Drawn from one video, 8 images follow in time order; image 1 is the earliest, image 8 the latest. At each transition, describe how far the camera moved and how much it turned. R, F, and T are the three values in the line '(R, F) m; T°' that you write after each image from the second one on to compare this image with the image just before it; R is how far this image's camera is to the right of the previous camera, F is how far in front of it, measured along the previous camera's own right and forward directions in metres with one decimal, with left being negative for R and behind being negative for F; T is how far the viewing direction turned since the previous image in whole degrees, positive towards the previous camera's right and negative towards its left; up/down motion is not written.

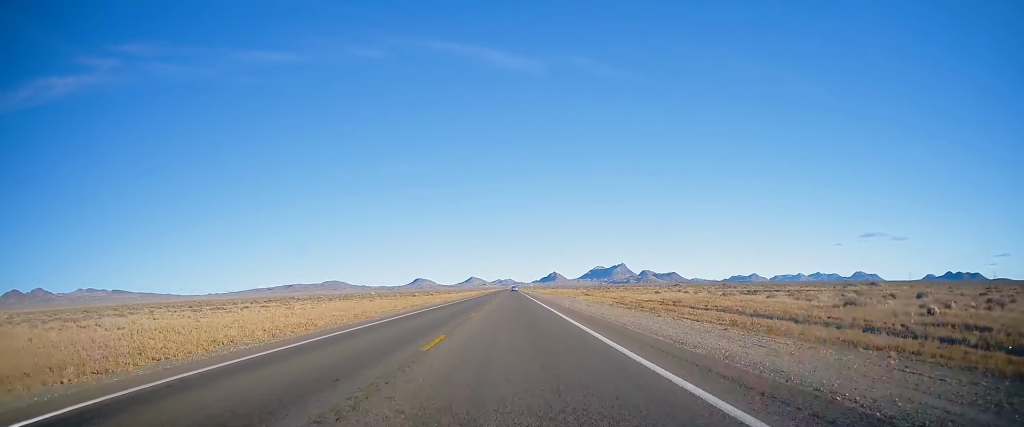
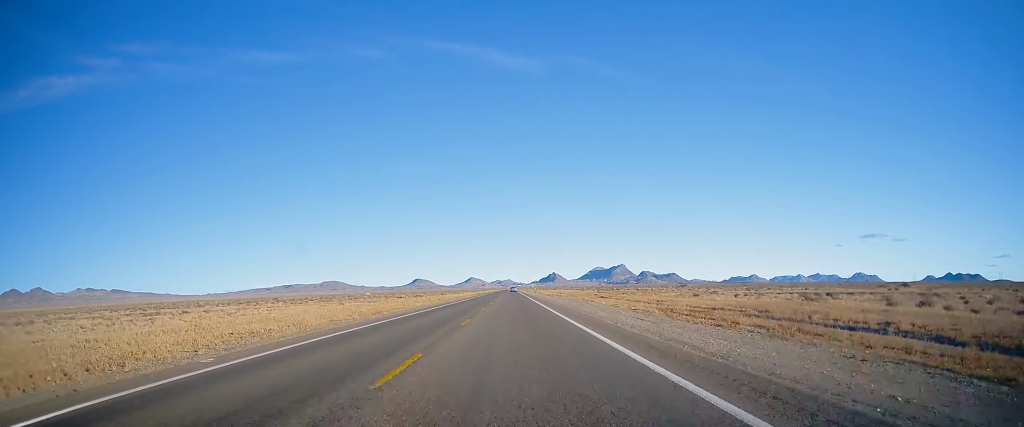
(0.0, +16.3) m; 0°
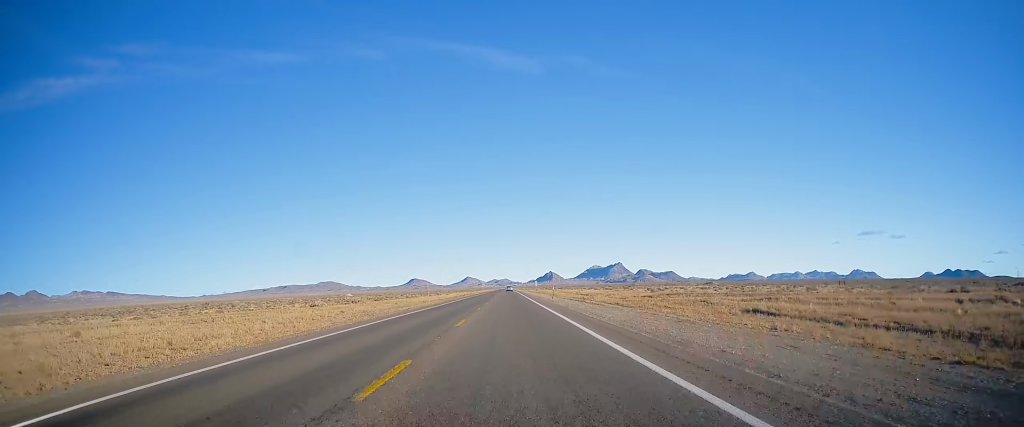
(-0.1, +49.6) m; 0°
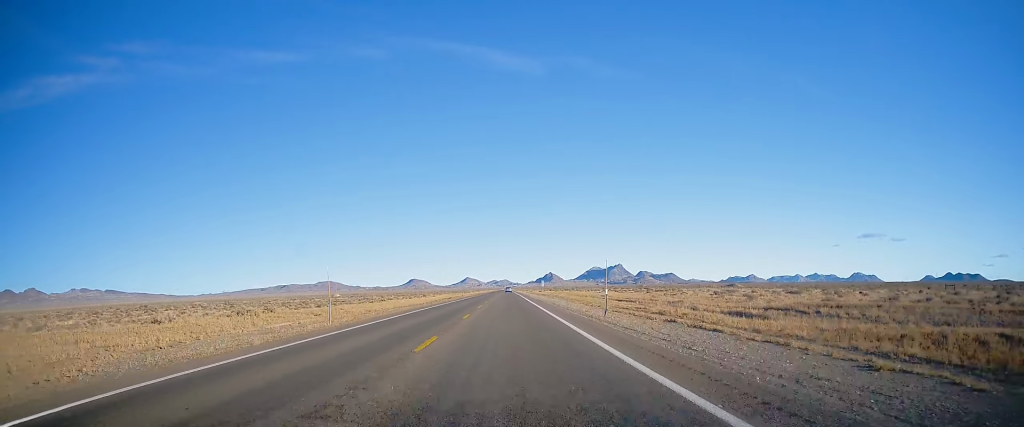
(0.0, +31.2) m; 0°
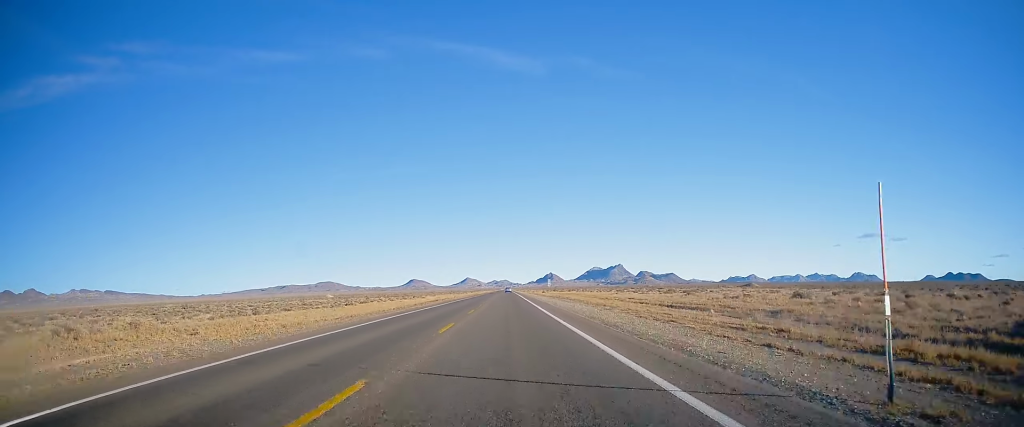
(0.0, +19.4) m; 0°
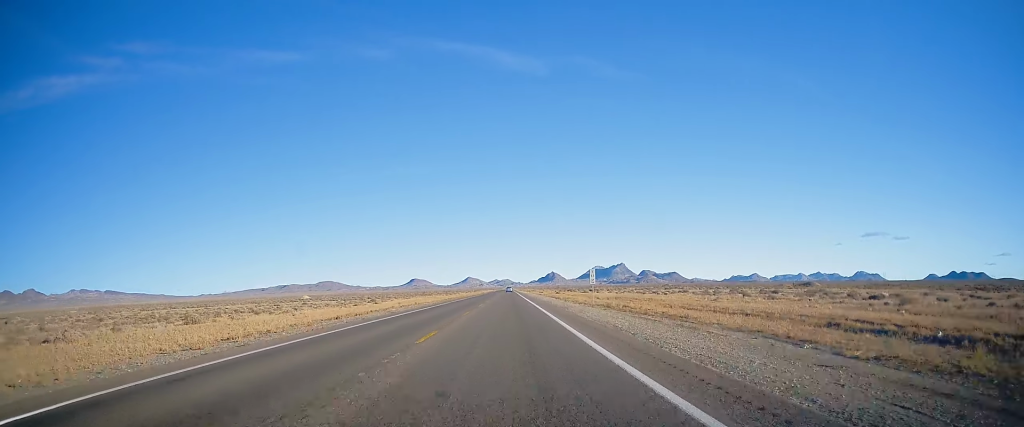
(+0.2, +51.8) m; 0°
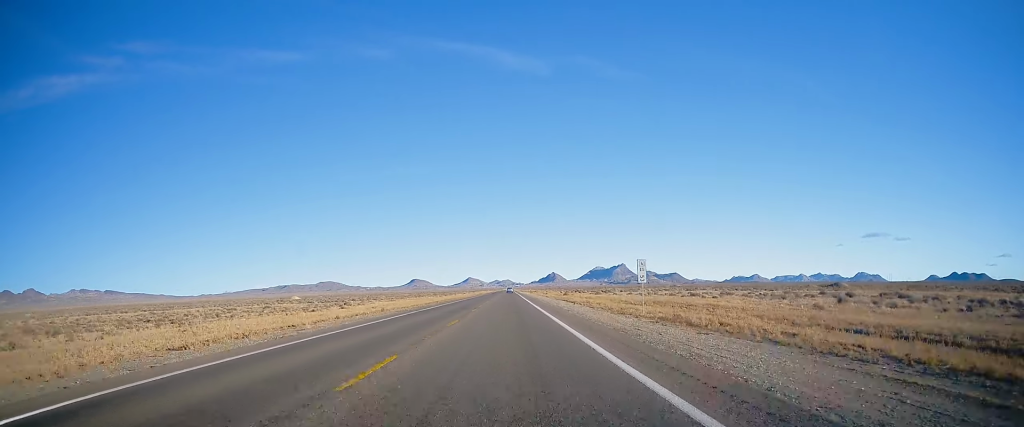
(-0.1, +18.3) m; 0°
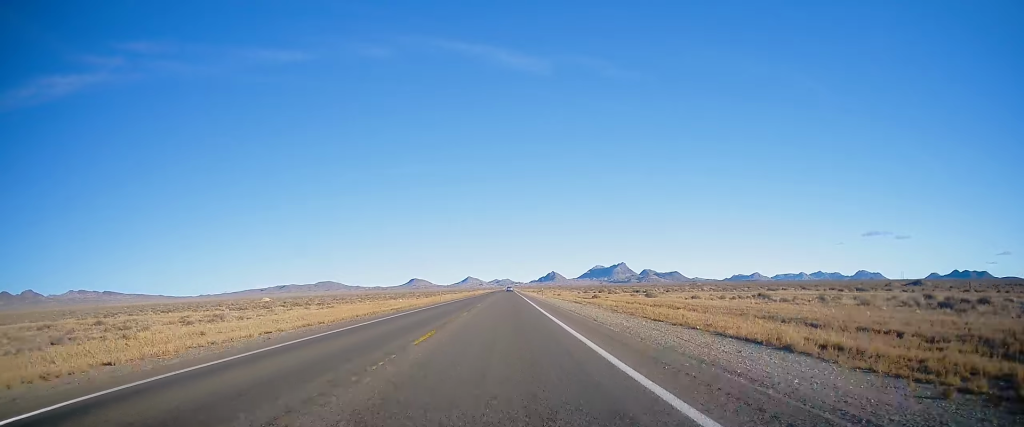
(-0.3, +43.1) m; -1°
